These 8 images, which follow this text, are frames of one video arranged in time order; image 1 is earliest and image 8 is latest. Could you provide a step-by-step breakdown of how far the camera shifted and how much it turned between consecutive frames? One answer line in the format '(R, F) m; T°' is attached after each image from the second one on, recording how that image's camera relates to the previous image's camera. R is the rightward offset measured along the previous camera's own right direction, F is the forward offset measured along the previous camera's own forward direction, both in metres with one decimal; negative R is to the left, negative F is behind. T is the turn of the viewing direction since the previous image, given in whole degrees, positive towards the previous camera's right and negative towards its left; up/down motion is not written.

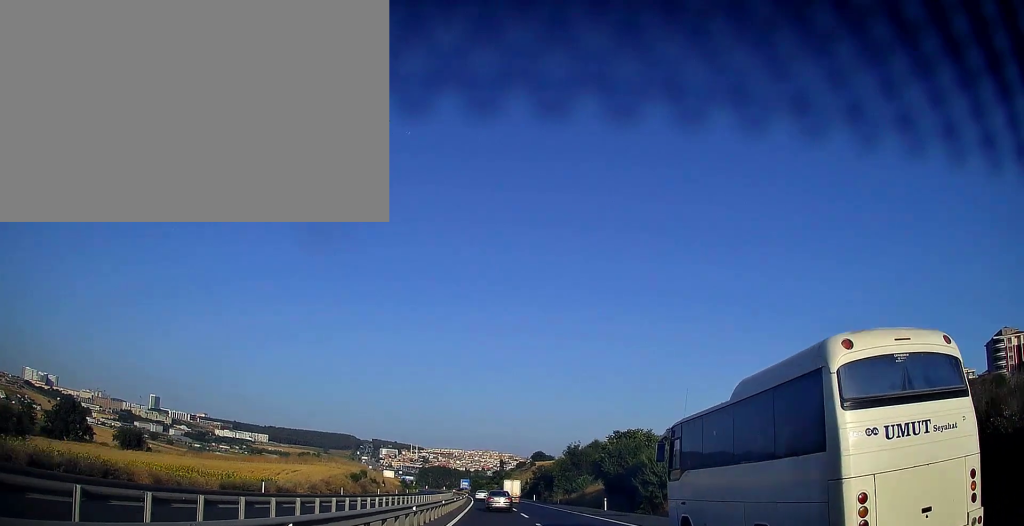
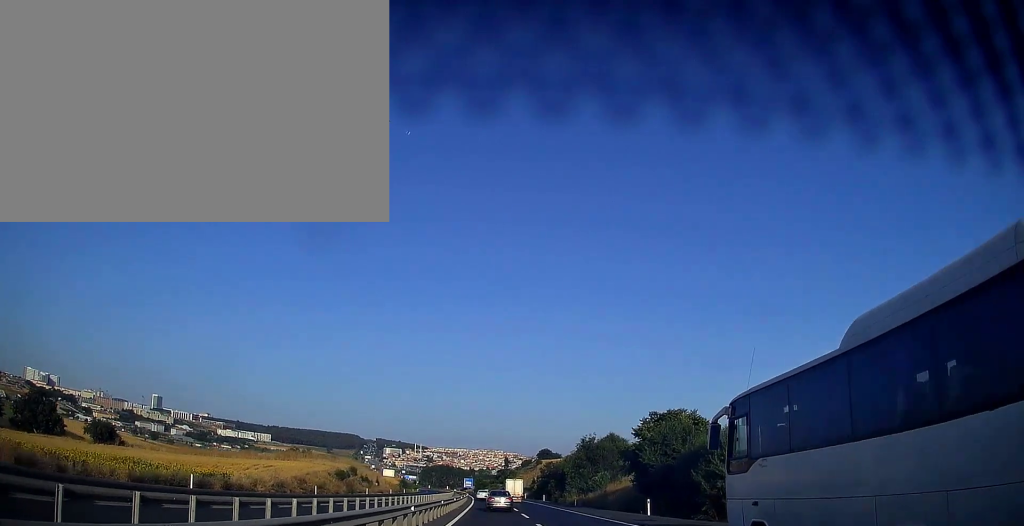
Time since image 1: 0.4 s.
(0.0, +12.4) m; 0°
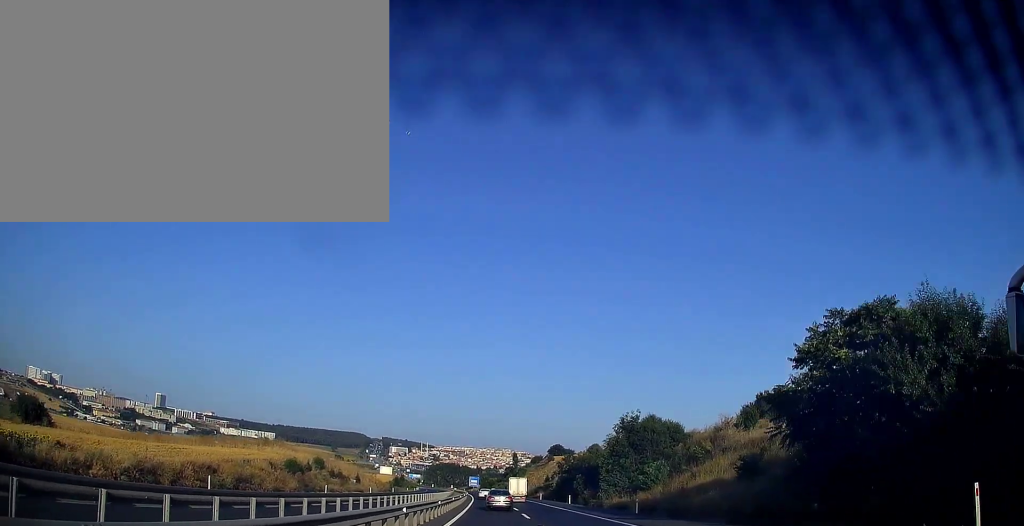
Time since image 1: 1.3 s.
(-0.1, +25.1) m; 0°
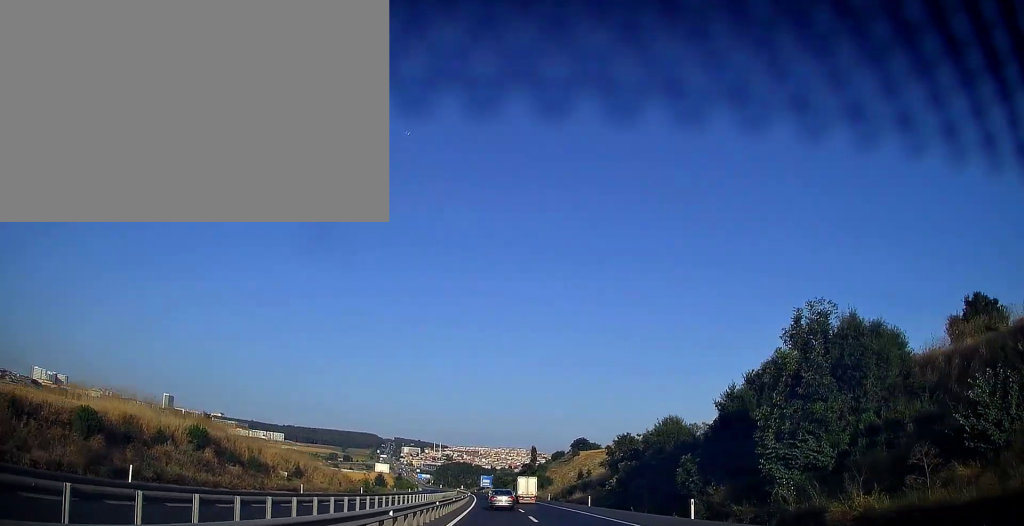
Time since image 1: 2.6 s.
(-0.2, +38.0) m; -1°
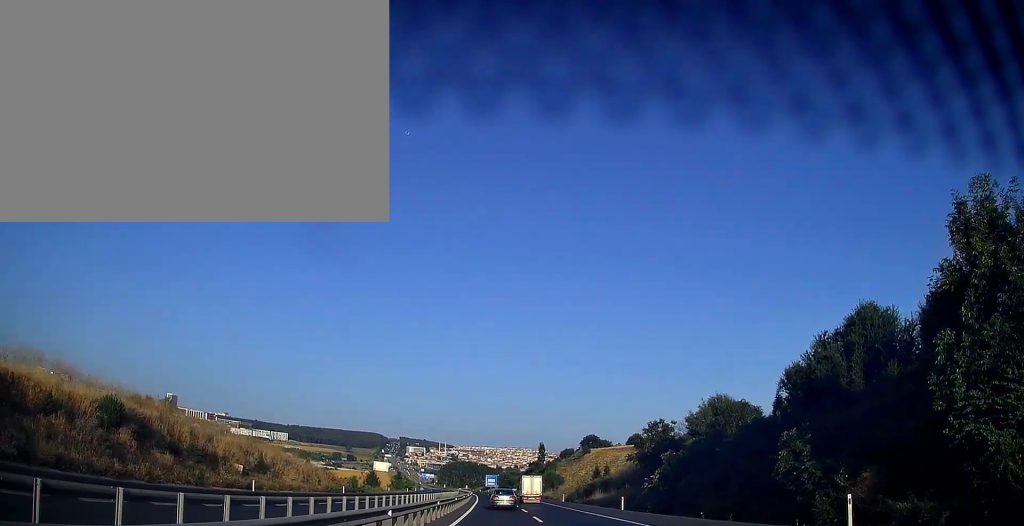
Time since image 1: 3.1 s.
(-0.2, +13.8) m; -1°
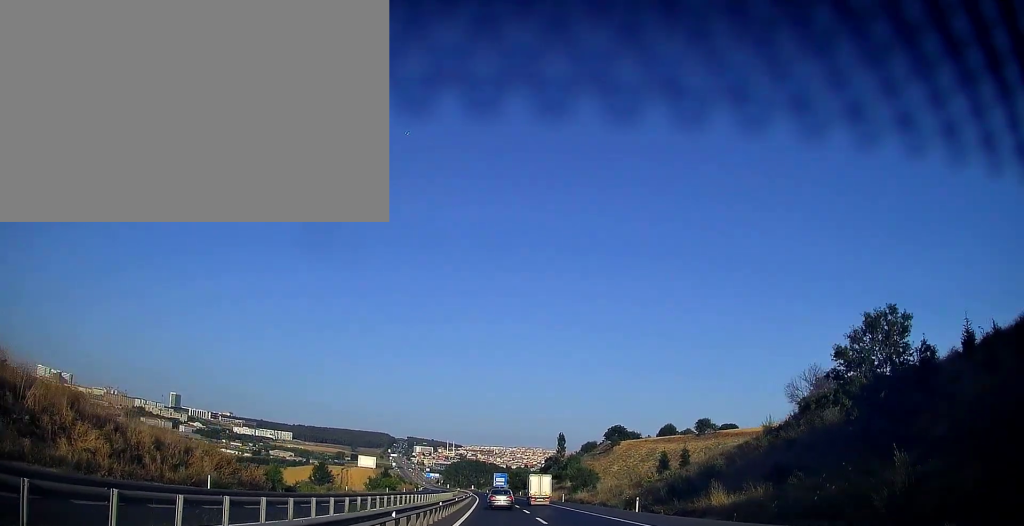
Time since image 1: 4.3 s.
(-0.6, +35.5) m; -1°
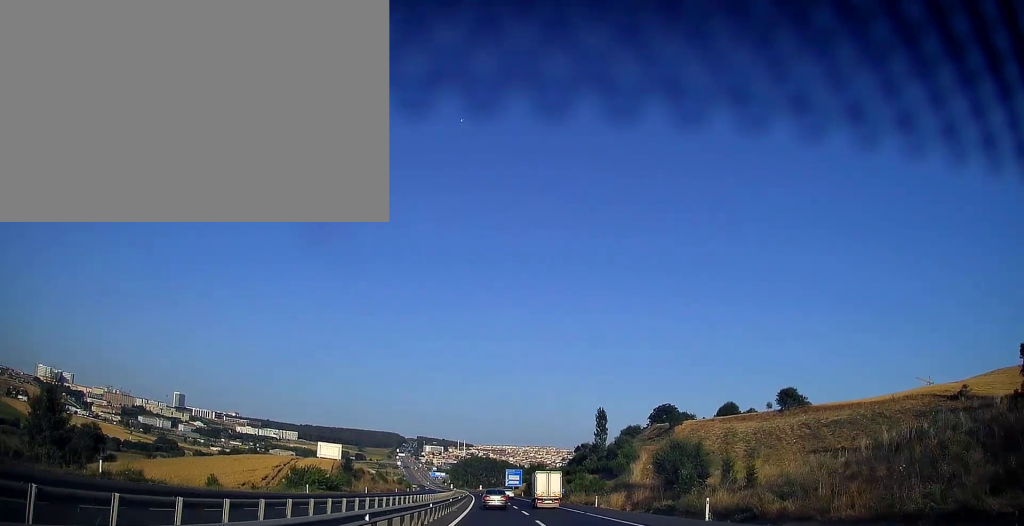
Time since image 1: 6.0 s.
(-0.3, +50.9) m; -1°
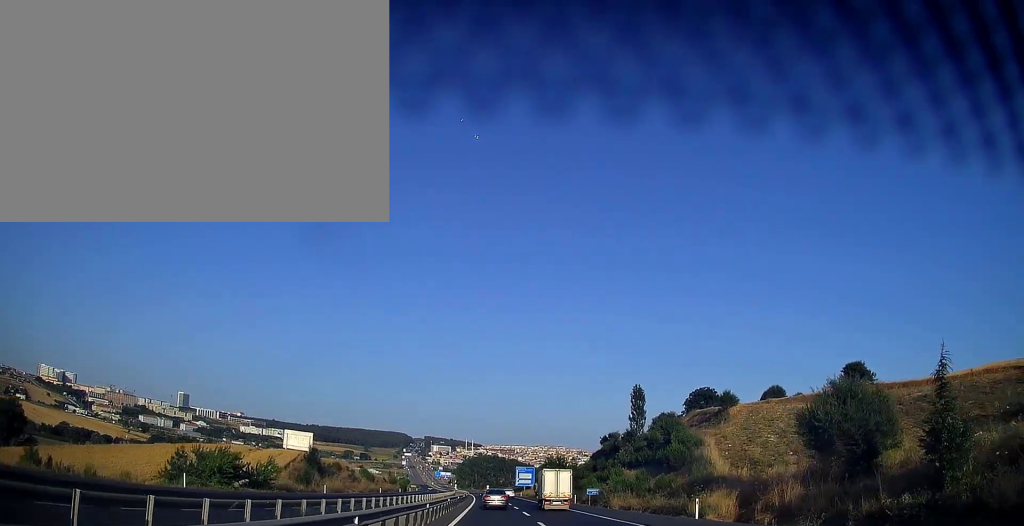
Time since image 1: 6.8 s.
(-0.1, +25.1) m; -1°
